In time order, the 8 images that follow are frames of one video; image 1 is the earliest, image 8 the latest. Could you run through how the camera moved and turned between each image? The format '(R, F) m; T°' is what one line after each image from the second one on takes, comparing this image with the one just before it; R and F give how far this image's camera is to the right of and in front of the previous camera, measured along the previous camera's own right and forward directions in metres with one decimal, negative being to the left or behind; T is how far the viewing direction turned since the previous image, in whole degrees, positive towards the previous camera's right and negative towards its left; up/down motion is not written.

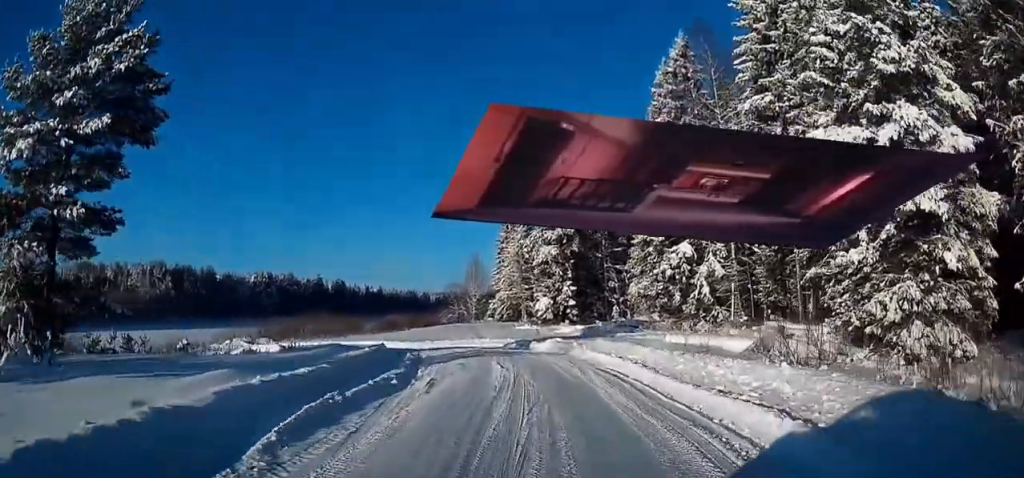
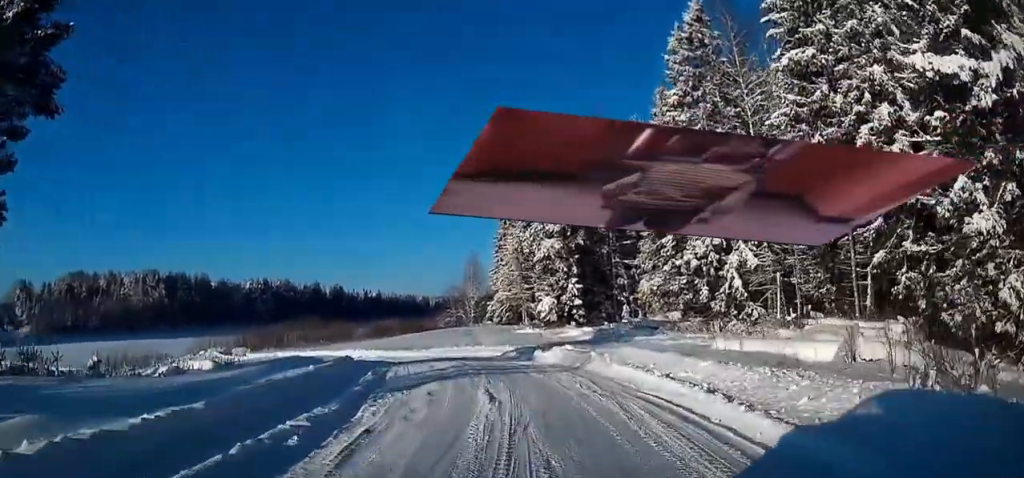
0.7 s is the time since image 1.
(-0.3, +5.9) m; -2°
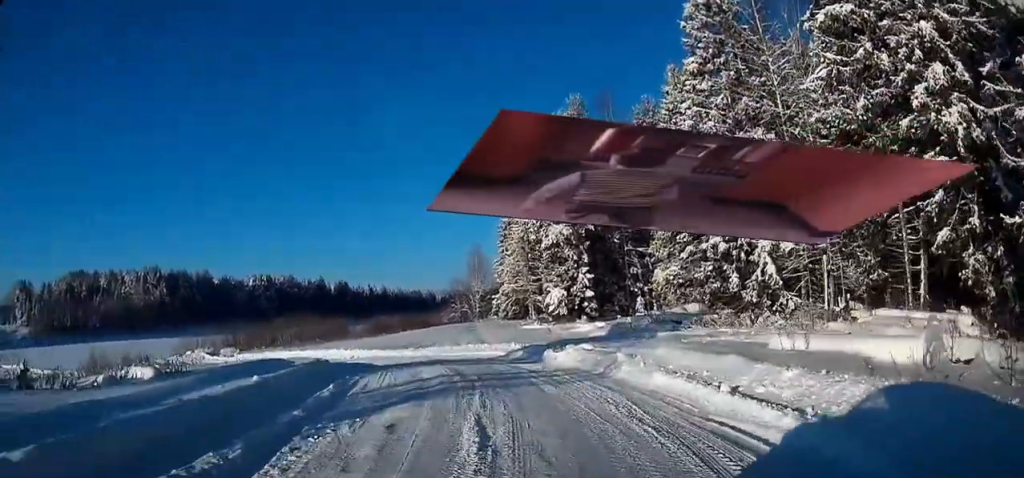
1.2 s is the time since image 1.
(-0.3, +4.0) m; -1°
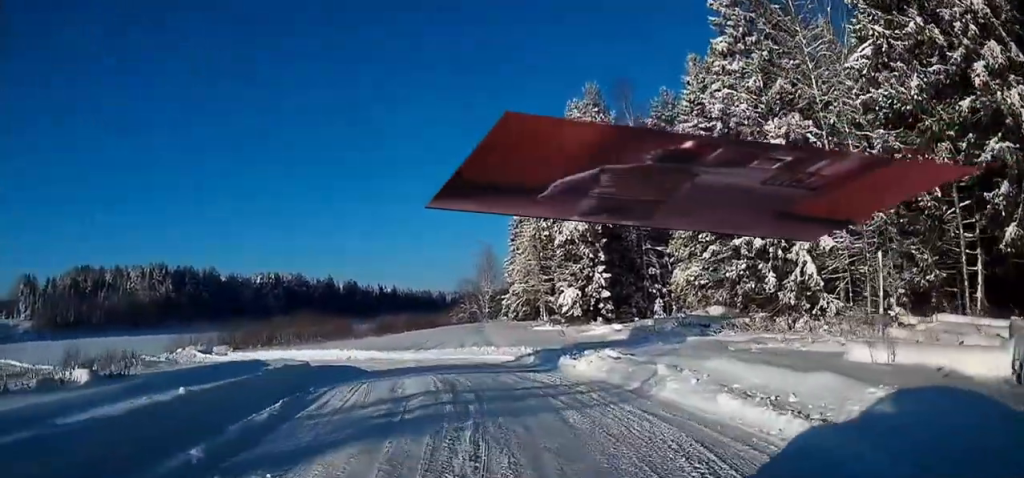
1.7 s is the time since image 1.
(+0.2, +3.4) m; +3°
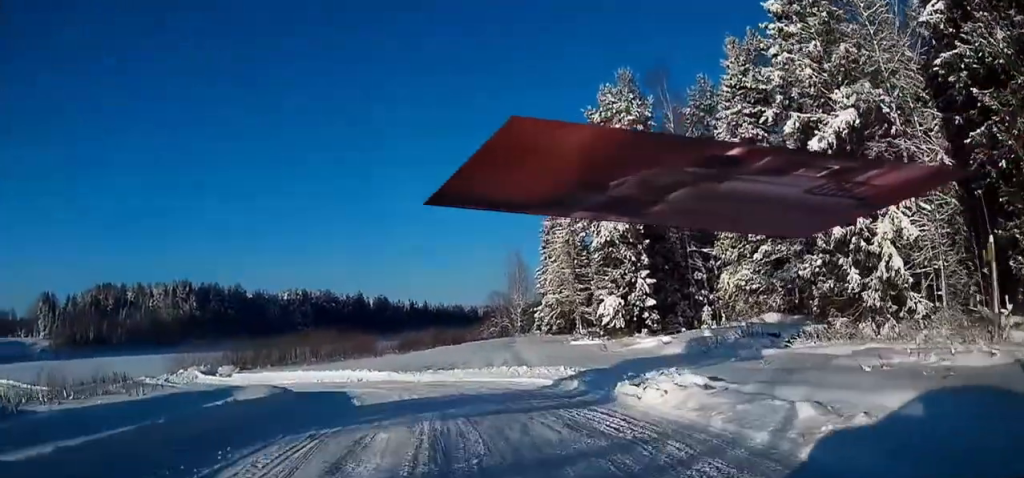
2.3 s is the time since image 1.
(+0.1, +5.3) m; +4°
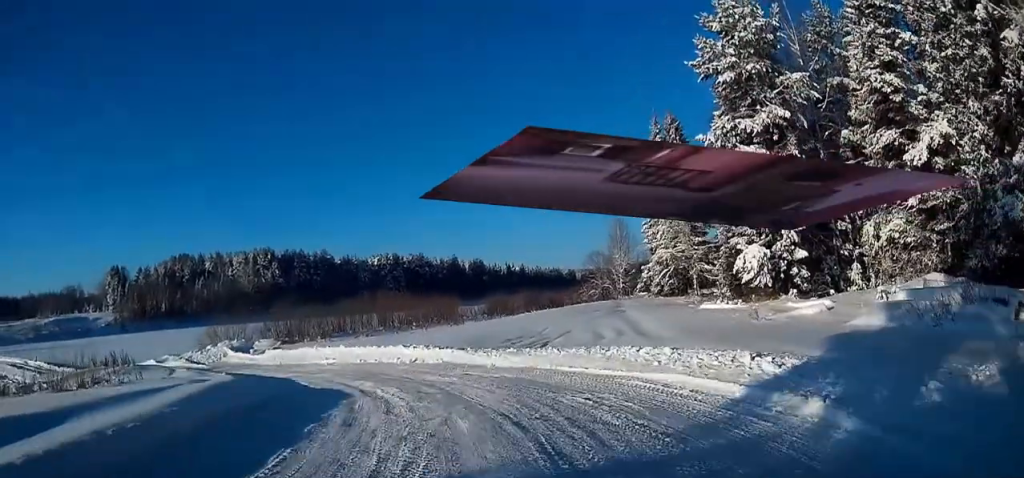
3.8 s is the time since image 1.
(+0.6, +11.1) m; +2°
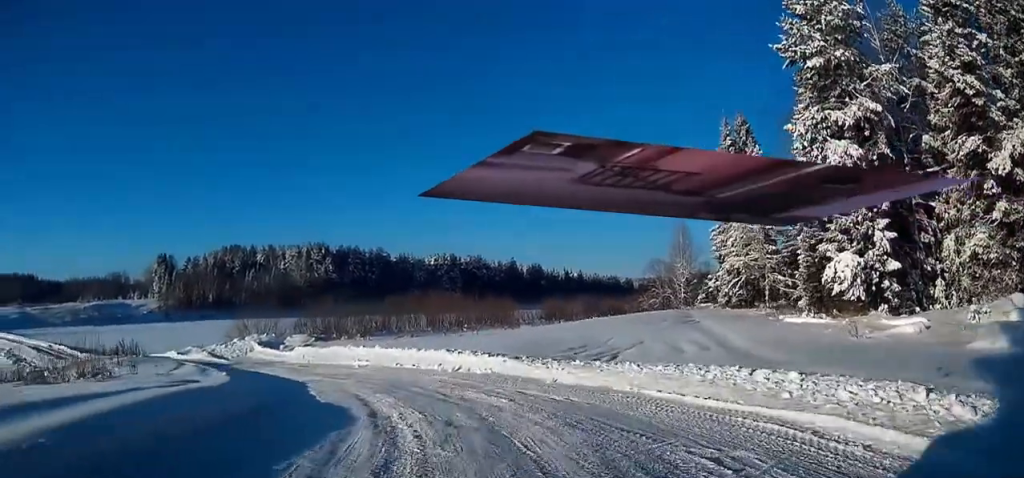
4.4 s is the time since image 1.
(0.0, +4.7) m; -2°
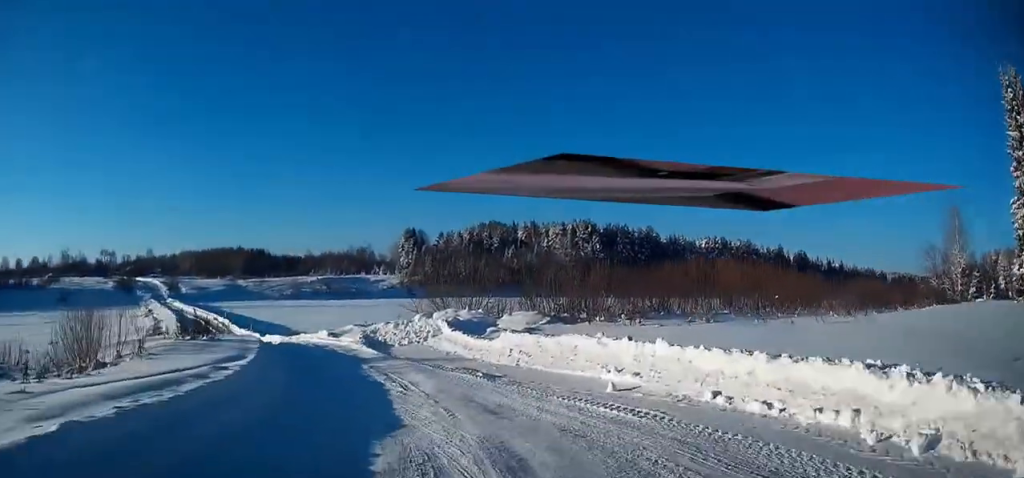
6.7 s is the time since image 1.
(-3.9, +17.9) m; -23°
